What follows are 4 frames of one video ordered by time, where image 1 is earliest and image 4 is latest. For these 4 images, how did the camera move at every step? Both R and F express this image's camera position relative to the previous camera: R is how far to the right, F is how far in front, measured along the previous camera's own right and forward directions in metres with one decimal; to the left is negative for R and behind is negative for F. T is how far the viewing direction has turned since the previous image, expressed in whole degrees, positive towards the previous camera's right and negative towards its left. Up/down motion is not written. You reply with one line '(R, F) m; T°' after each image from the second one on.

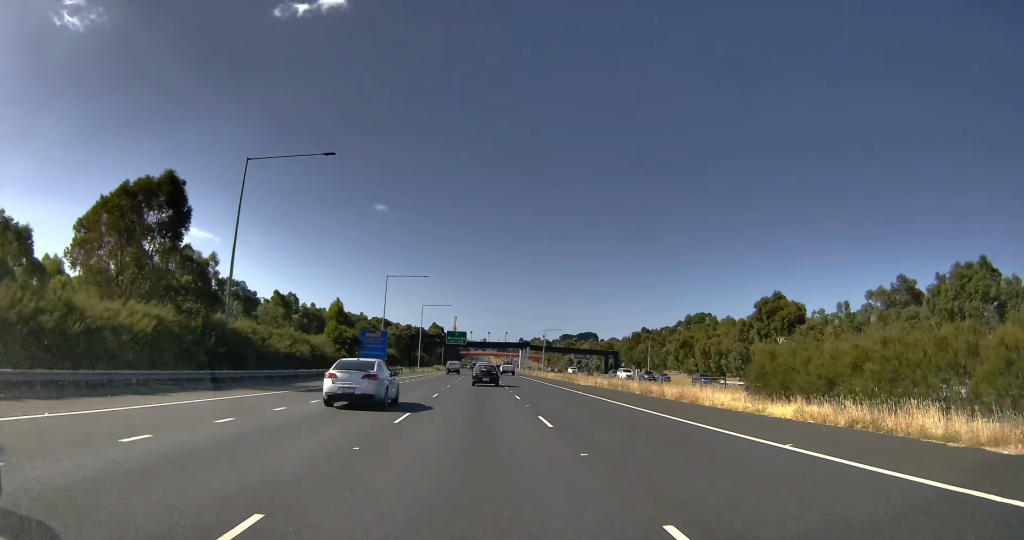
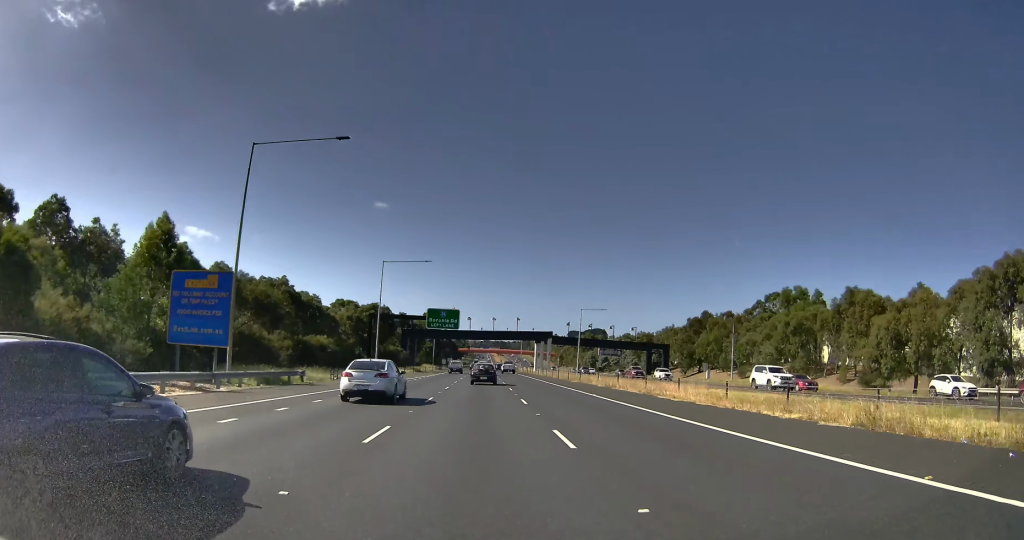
(-0.7, +37.4) m; -1°
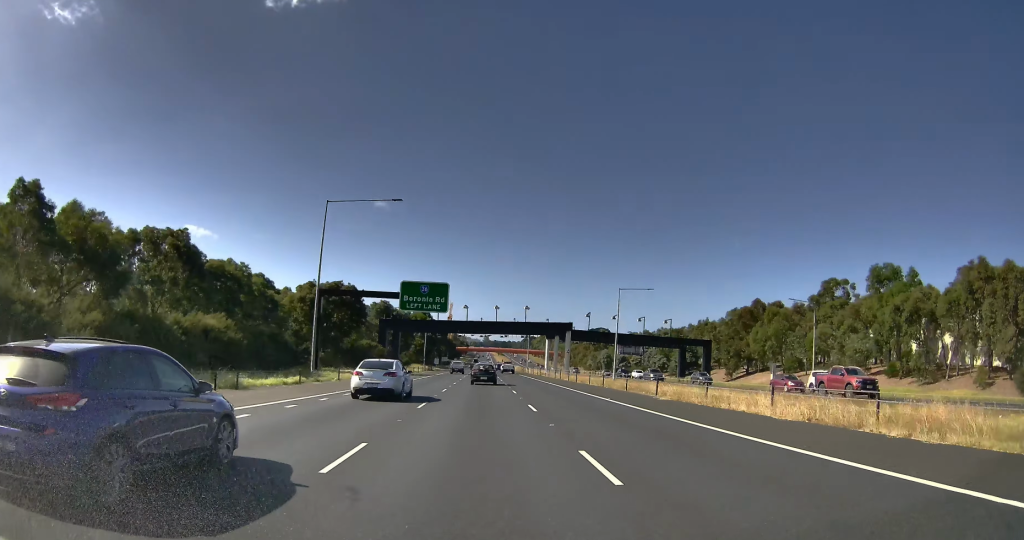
(+0.2, +20.8) m; 0°
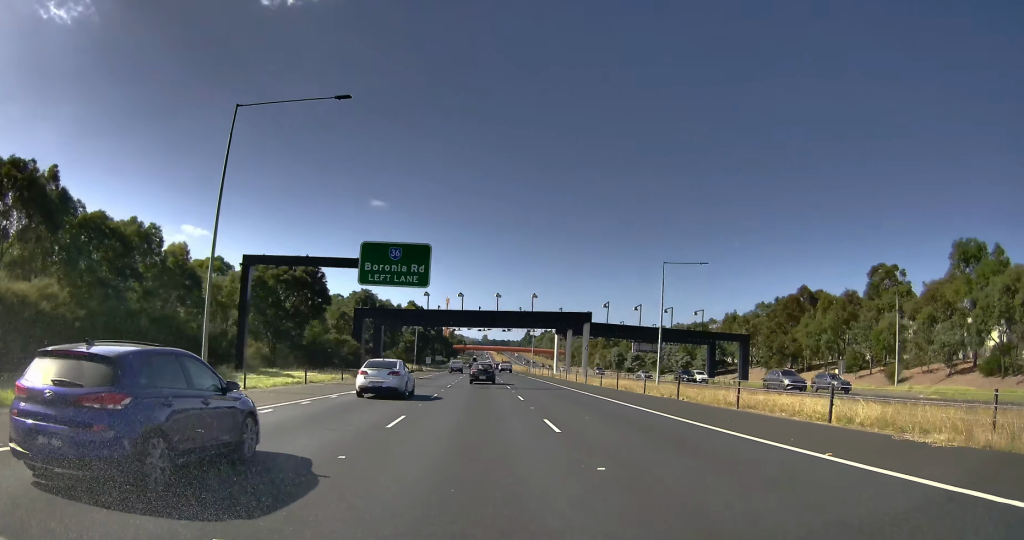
(0.0, +15.4) m; 0°
